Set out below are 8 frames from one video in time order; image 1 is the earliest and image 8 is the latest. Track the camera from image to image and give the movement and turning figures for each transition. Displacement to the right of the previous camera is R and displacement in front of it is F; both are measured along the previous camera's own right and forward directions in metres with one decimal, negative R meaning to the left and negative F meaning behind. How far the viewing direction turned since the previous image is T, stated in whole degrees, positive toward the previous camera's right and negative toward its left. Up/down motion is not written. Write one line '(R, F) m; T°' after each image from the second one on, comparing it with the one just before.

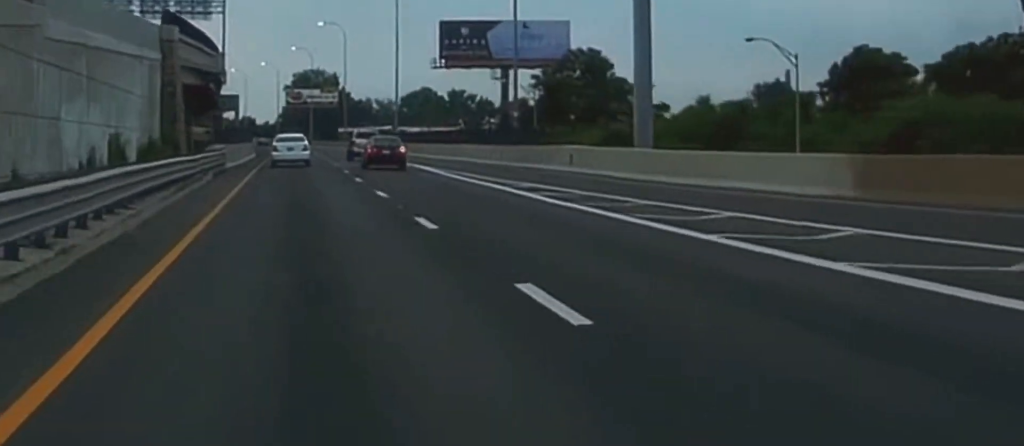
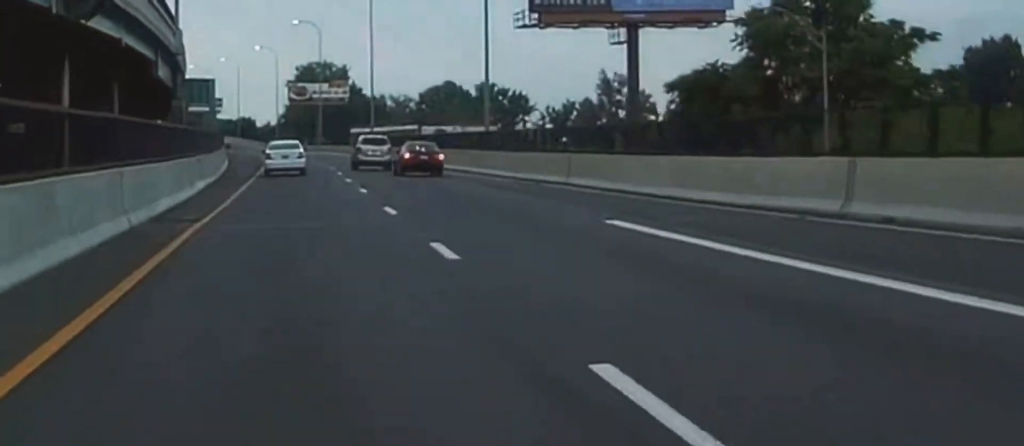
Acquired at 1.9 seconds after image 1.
(+0.6, +65.3) m; 0°
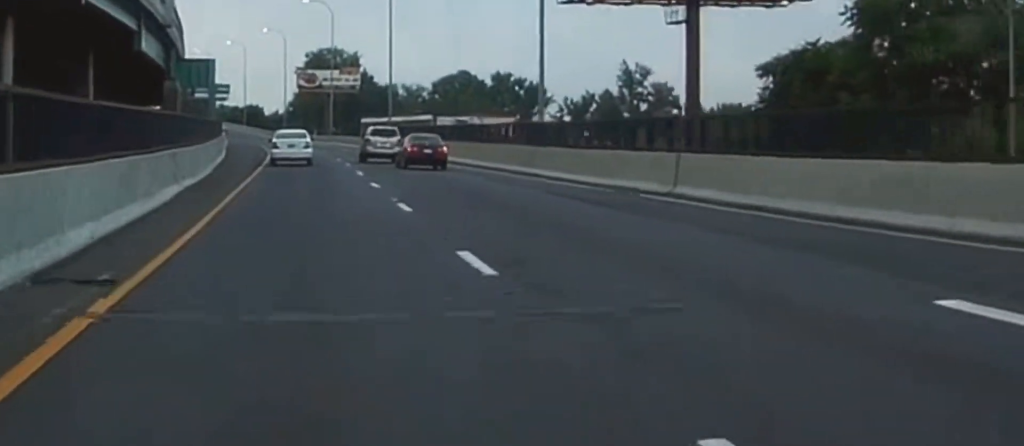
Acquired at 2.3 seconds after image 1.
(+0.1, +13.6) m; 0°
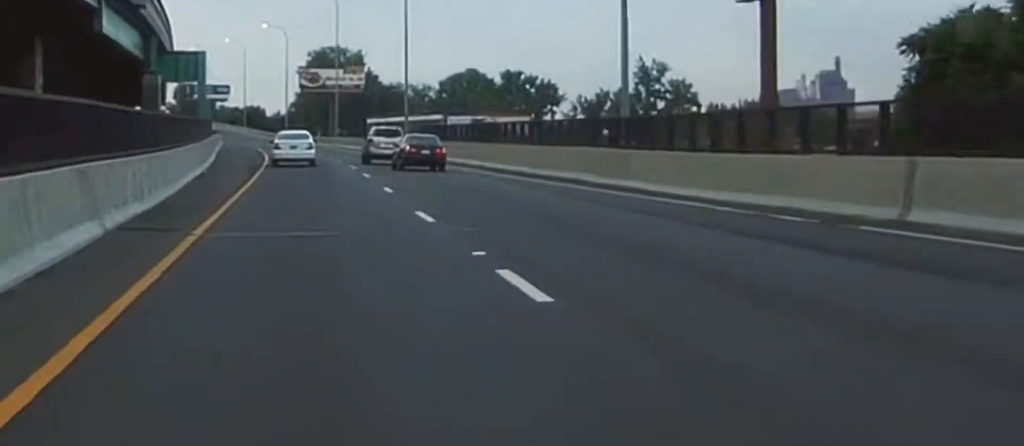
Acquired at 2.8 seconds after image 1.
(-0.3, +15.3) m; 0°
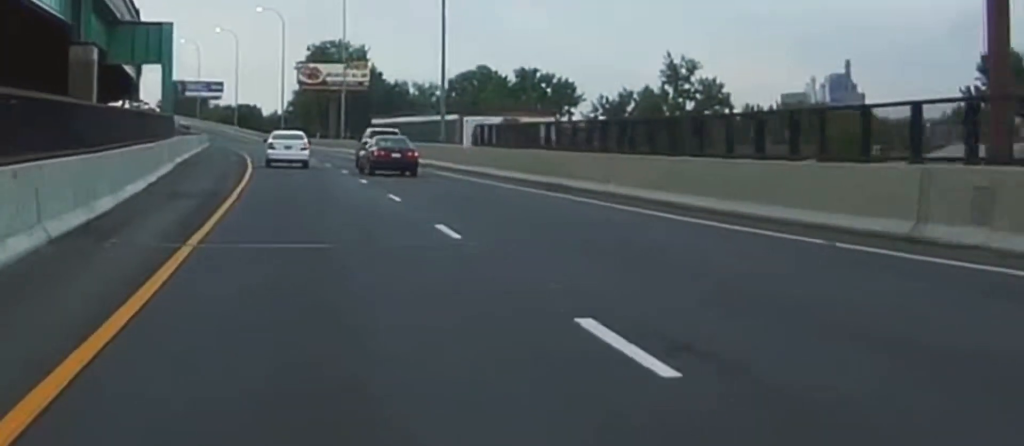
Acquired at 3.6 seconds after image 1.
(-0.2, +28.2) m; 0°
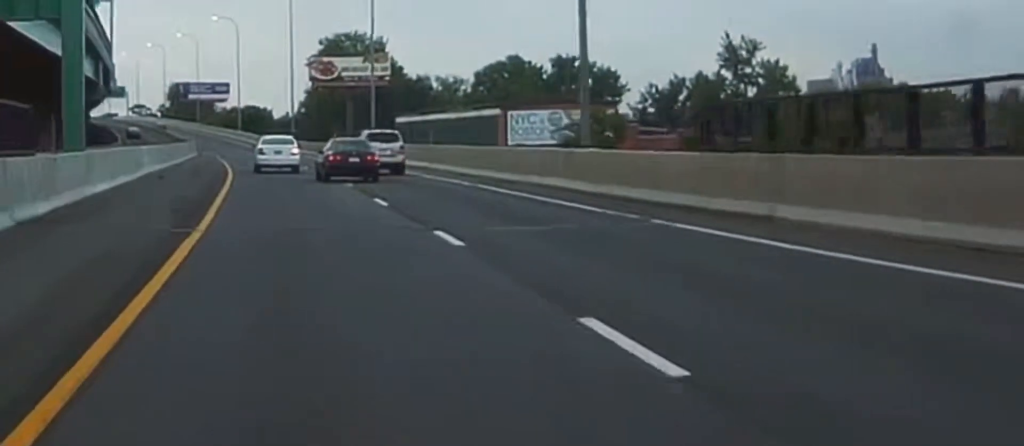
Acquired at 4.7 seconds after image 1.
(+0.2, +36.3) m; 0°
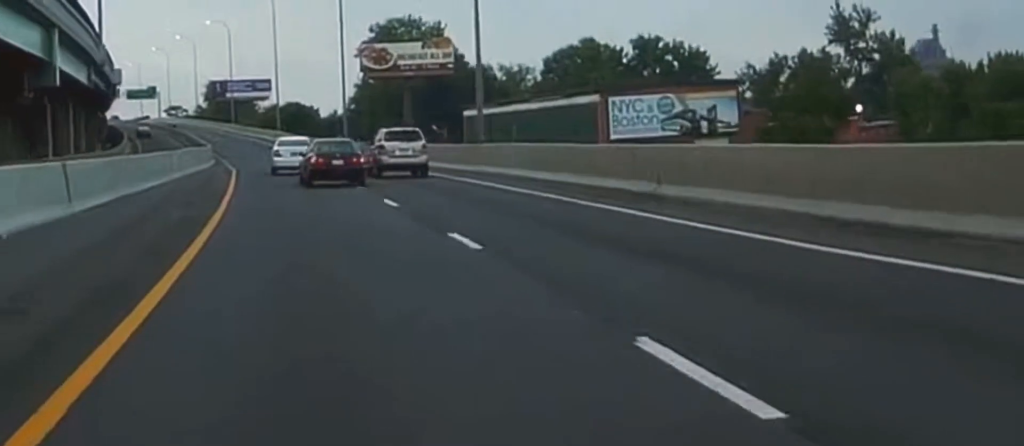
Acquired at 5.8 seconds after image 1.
(-0.5, +38.0) m; -2°
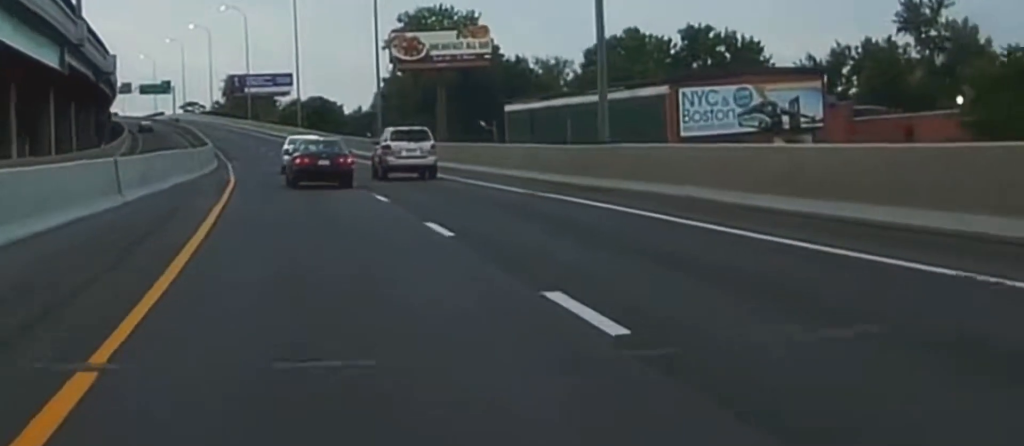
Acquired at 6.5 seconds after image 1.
(-0.2, +21.3) m; -1°
